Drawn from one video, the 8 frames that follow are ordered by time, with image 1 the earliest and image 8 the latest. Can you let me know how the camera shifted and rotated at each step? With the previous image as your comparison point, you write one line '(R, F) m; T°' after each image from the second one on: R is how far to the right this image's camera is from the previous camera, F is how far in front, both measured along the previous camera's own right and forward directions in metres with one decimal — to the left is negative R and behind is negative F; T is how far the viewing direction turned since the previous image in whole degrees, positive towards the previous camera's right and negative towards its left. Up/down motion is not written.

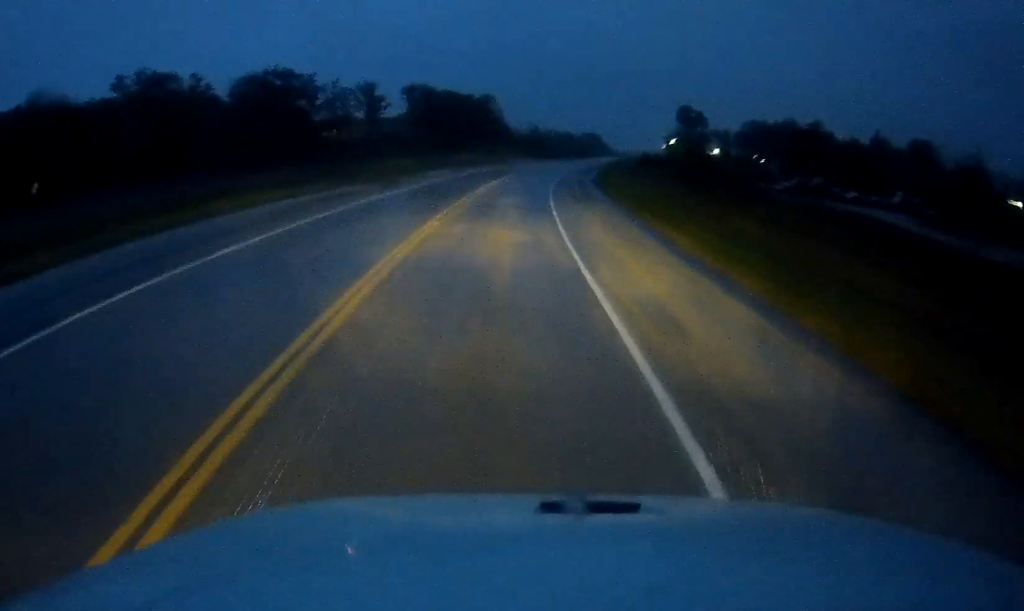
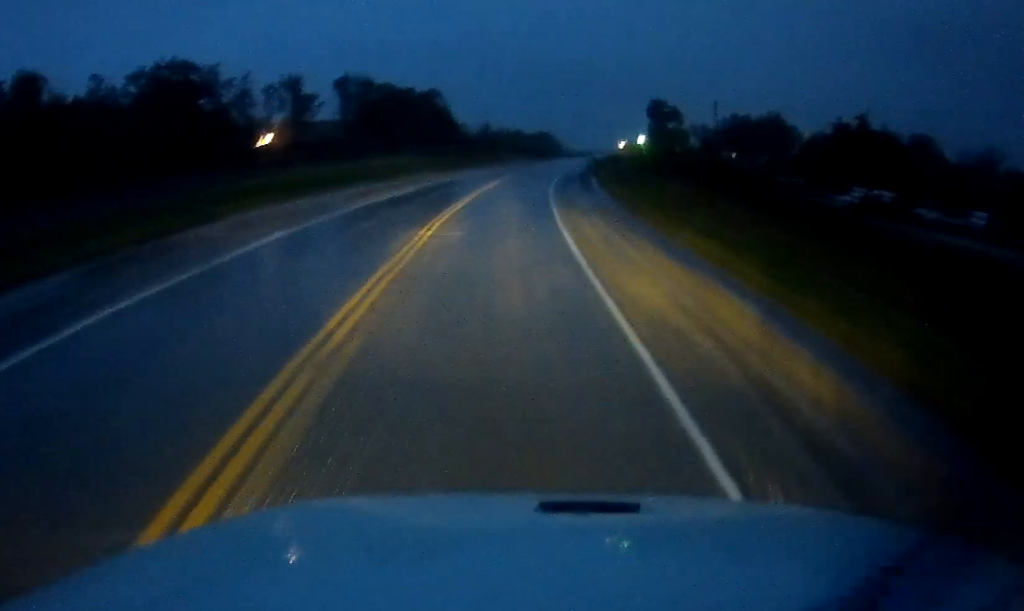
(+1.3, +25.0) m; +5°
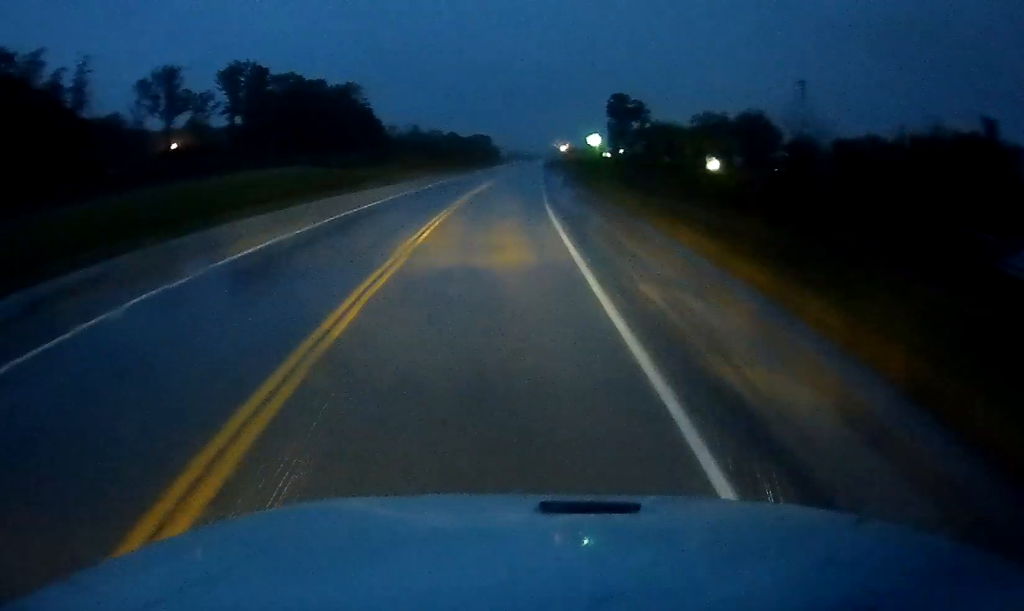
(+1.3, +31.7) m; +5°
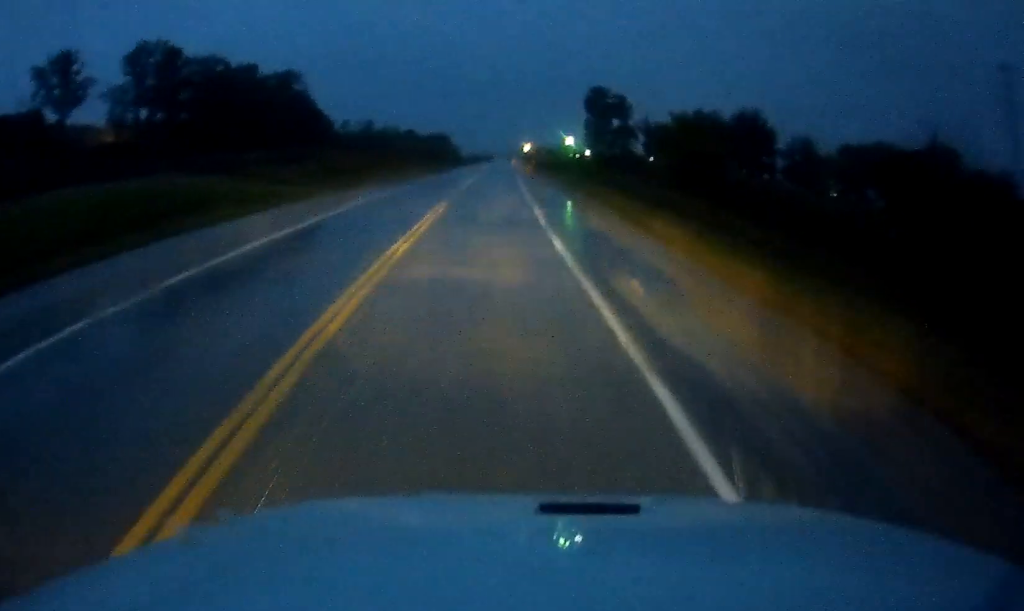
(+0.8, +21.5) m; +4°
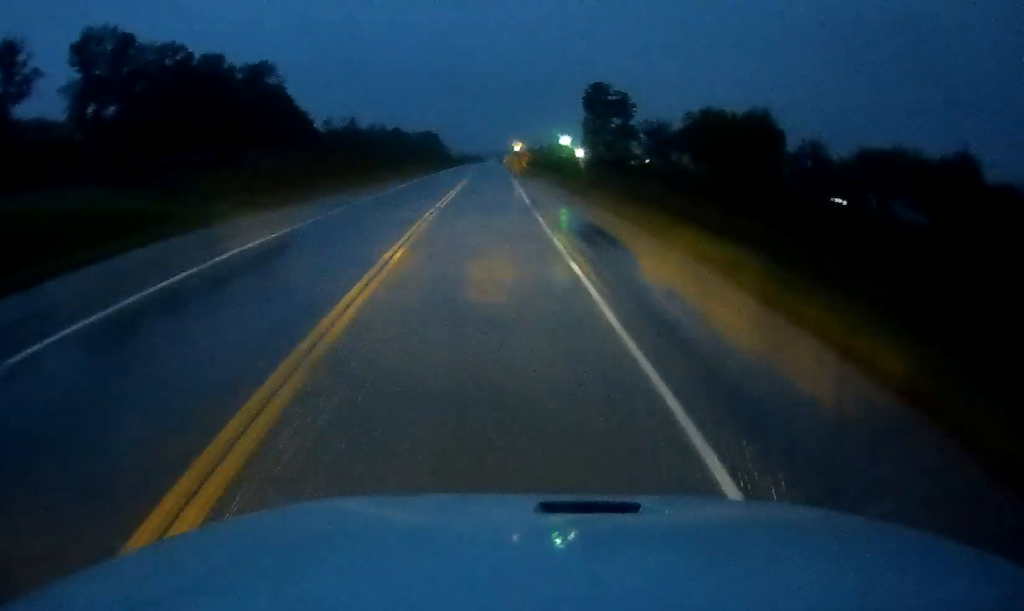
(+0.2, +11.5) m; +2°
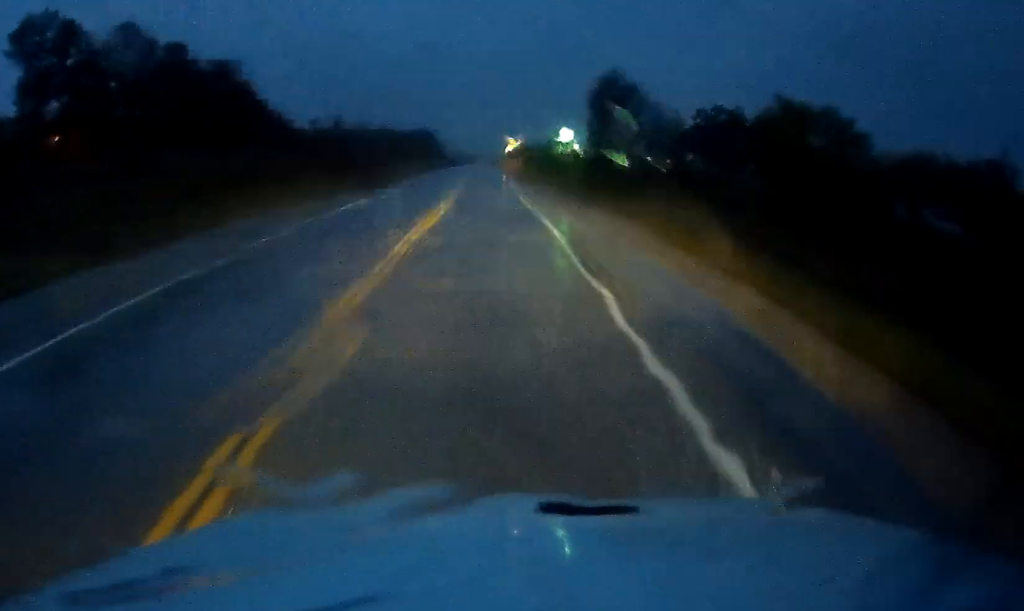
(+0.1, +11.6) m; +1°
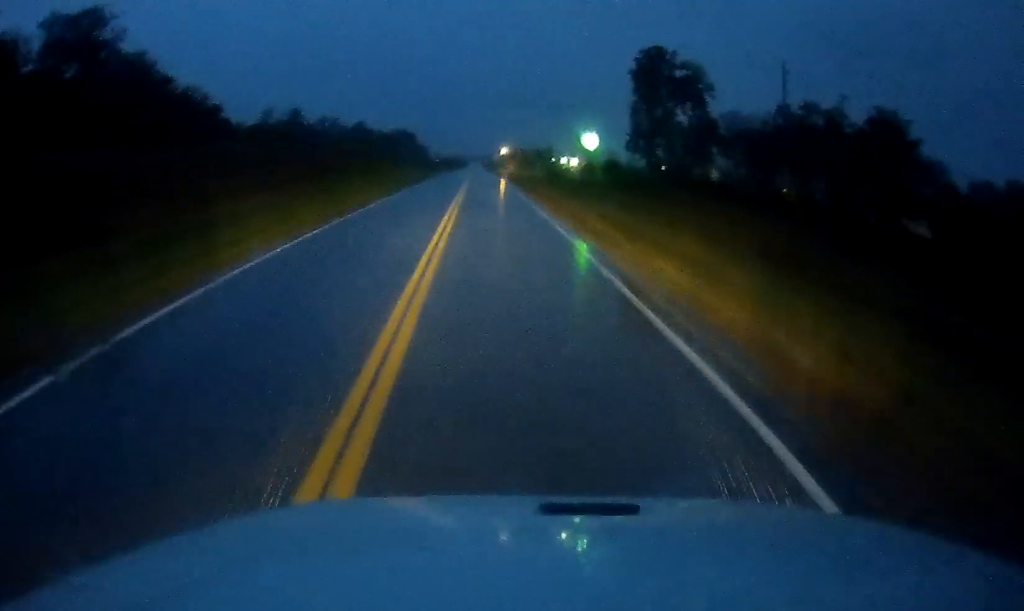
(+1.9, +44.4) m; +3°
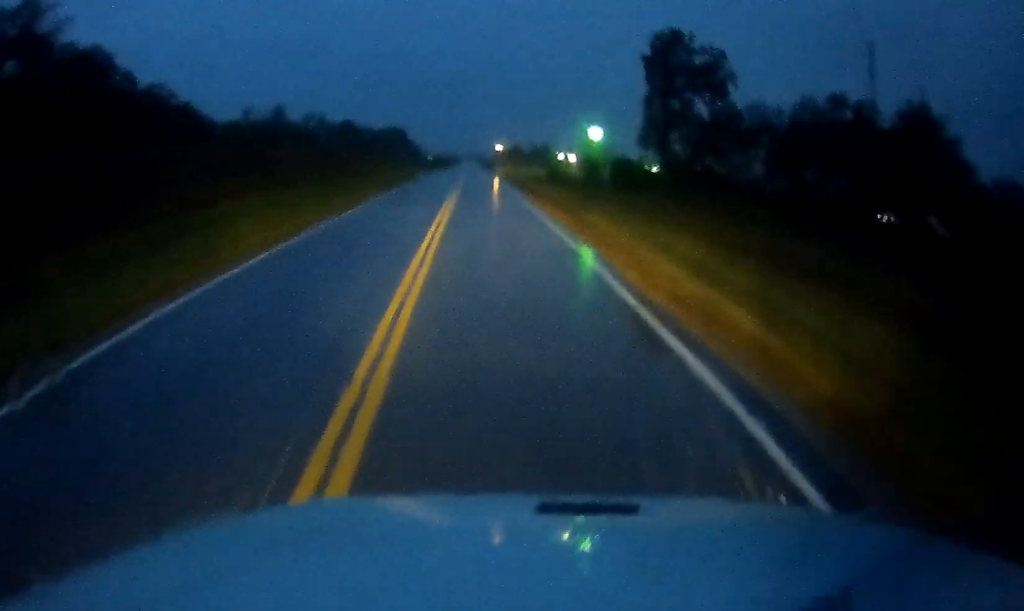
(0.0, +10.5) m; 0°
